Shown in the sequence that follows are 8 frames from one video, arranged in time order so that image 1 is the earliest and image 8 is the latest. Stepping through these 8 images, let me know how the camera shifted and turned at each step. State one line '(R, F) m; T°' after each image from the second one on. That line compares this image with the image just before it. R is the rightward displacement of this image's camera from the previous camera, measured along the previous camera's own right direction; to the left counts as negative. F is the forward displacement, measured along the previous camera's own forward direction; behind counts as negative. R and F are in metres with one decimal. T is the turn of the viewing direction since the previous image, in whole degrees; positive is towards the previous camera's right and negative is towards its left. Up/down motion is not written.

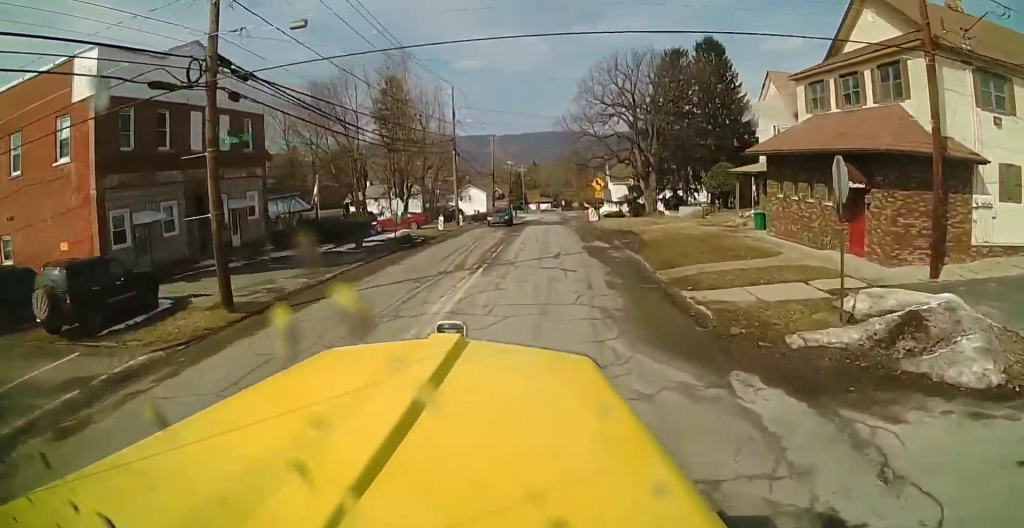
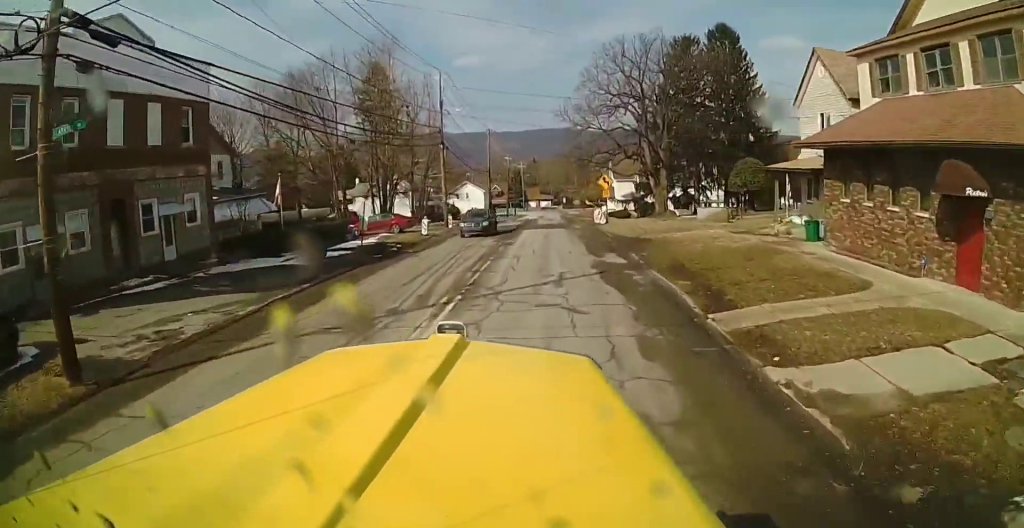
(-0.1, +6.0) m; -1°
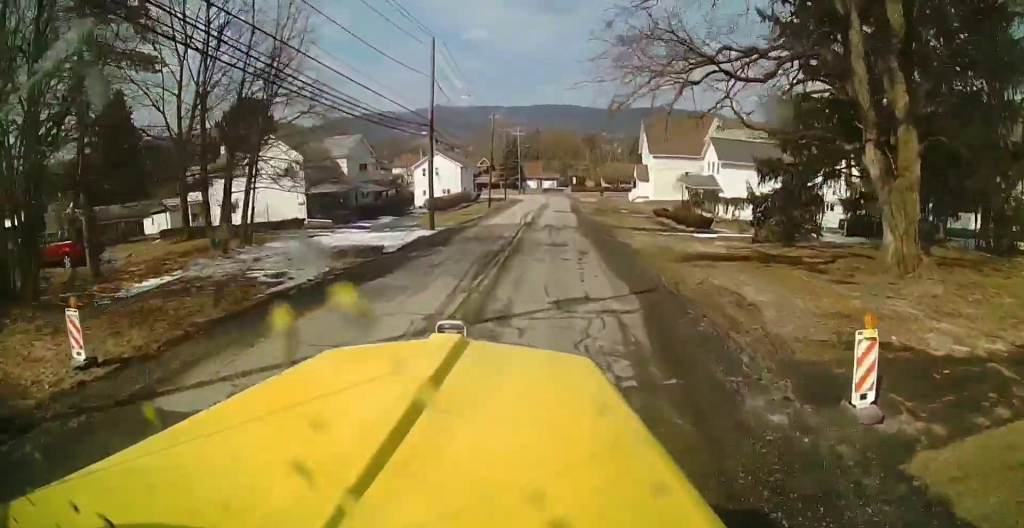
(-2.1, +40.2) m; -3°
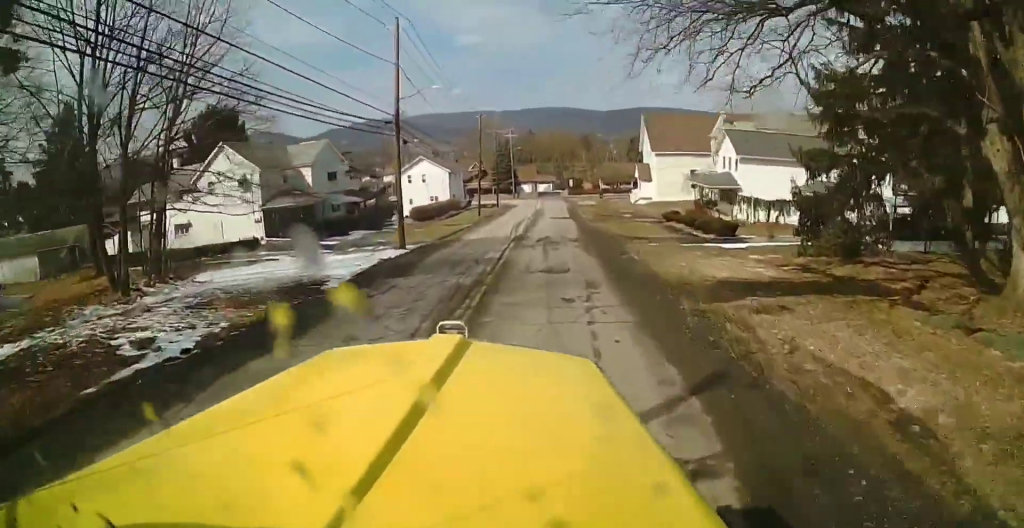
(+0.2, +6.1) m; +1°
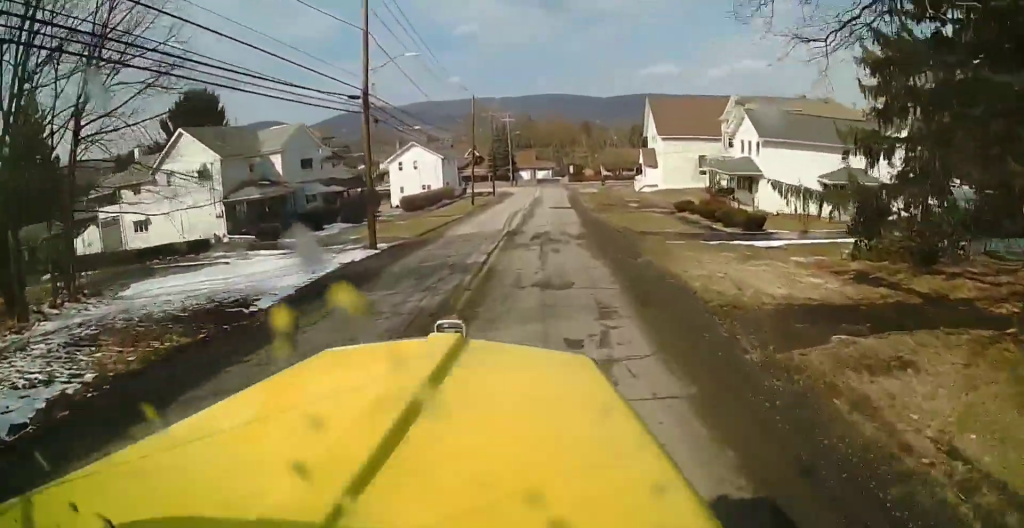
(+0.1, +4.5) m; +1°
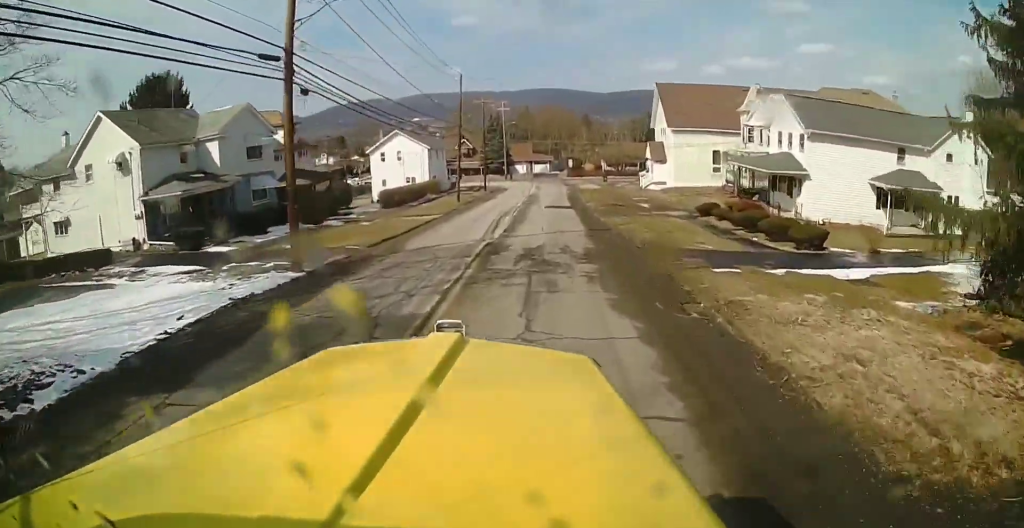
(+0.1, +7.2) m; 0°
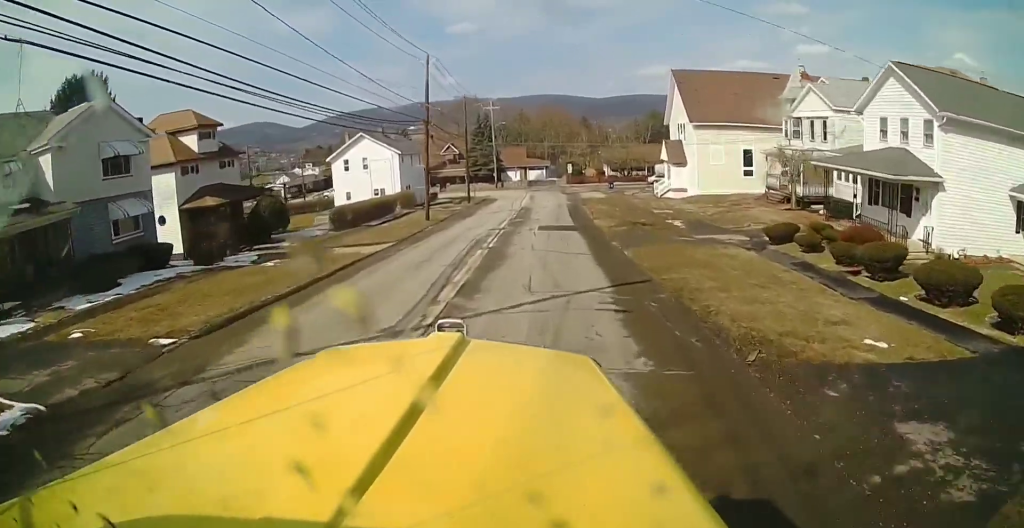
(0.0, +12.1) m; 0°
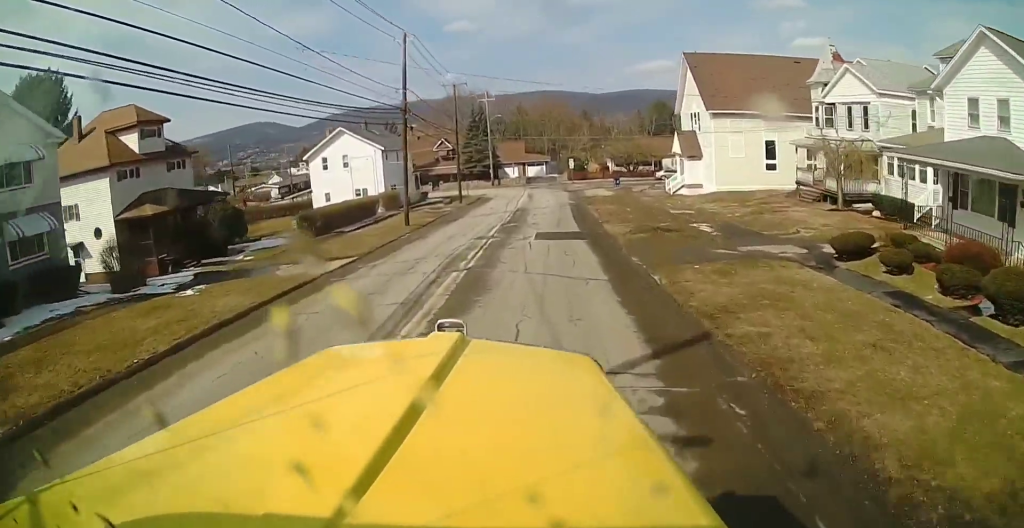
(0.0, +6.0) m; 0°
